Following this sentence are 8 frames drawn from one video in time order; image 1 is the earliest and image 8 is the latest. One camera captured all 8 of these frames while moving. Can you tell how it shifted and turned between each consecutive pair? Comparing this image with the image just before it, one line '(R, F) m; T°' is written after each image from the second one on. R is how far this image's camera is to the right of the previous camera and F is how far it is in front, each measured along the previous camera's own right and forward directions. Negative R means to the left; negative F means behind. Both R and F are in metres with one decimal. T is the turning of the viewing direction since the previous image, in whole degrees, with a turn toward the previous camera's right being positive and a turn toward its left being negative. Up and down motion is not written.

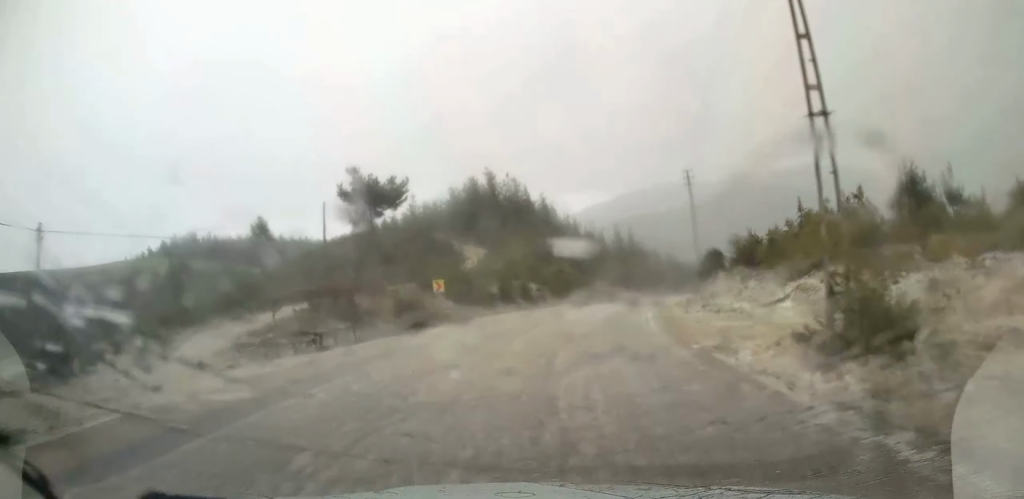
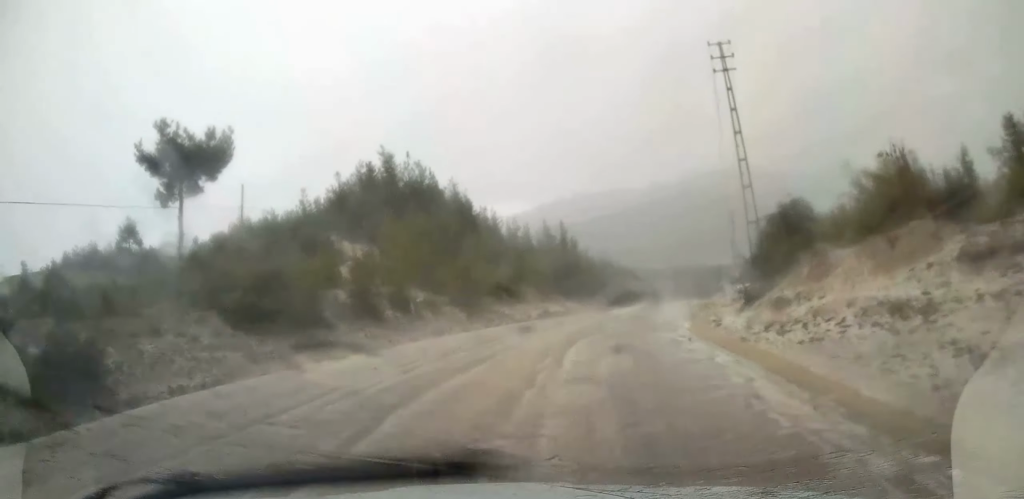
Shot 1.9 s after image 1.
(+2.0, +25.8) m; +8°
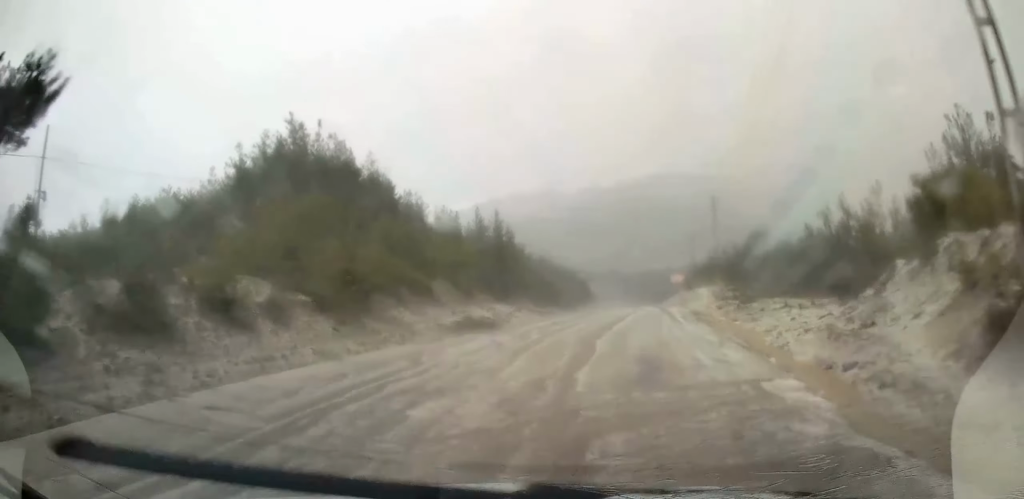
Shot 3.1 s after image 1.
(+0.7, +14.9) m; +5°
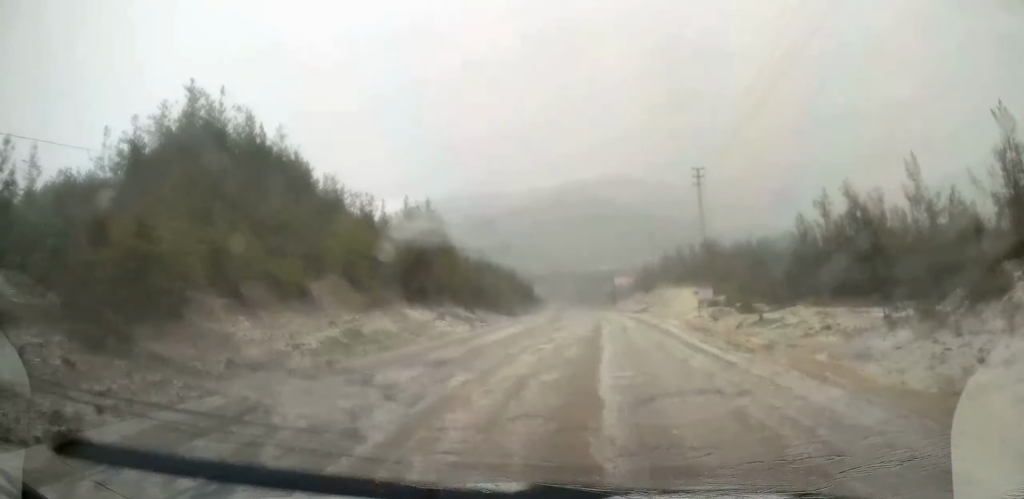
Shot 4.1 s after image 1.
(+0.5, +13.0) m; +4°
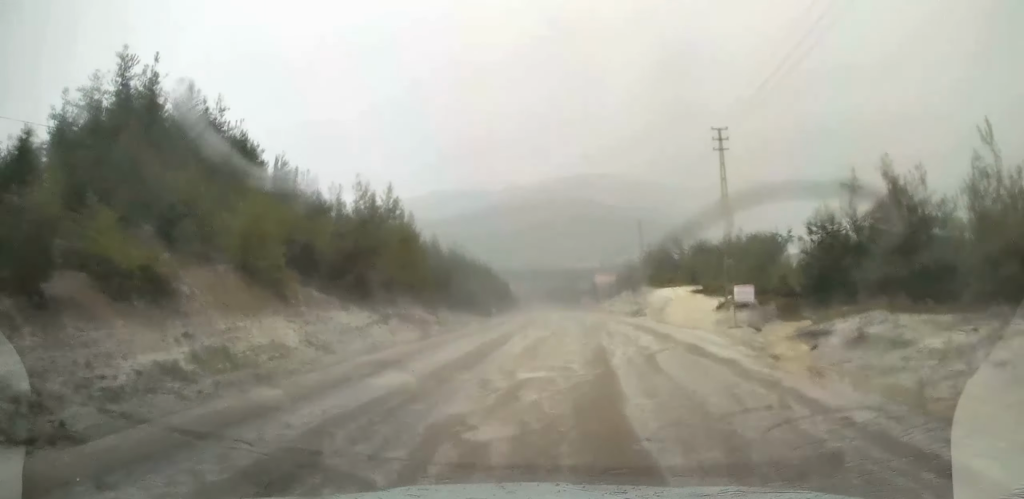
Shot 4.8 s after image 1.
(+0.2, +9.8) m; +2°
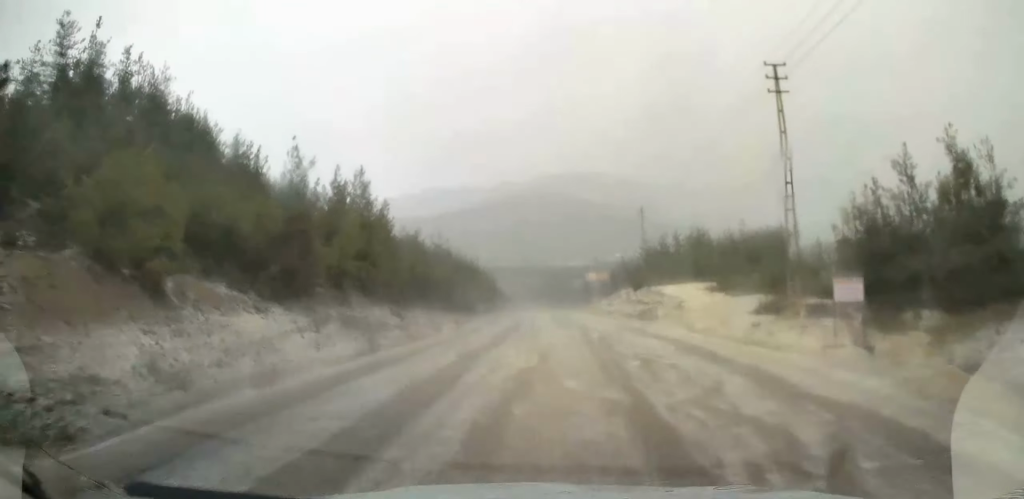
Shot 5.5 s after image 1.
(+0.1, +8.8) m; +2°
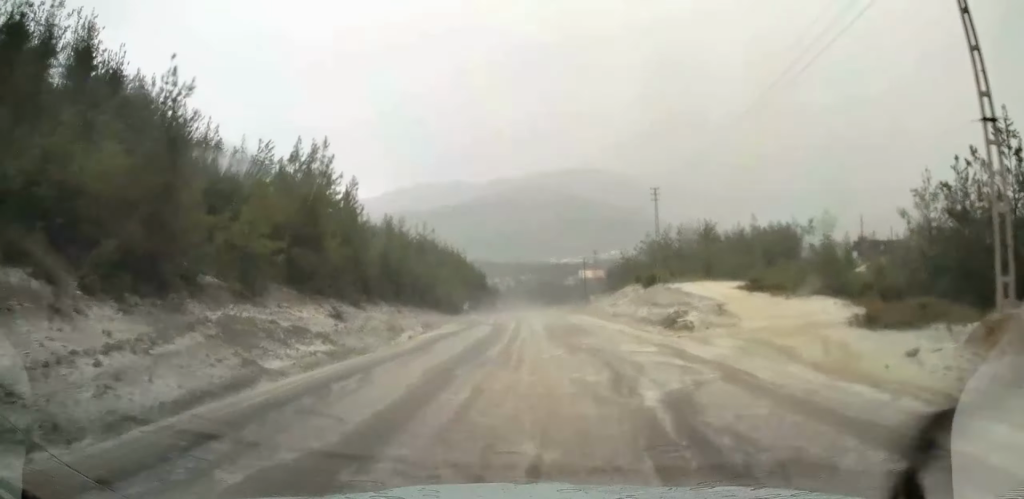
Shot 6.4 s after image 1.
(+0.2, +10.7) m; 0°
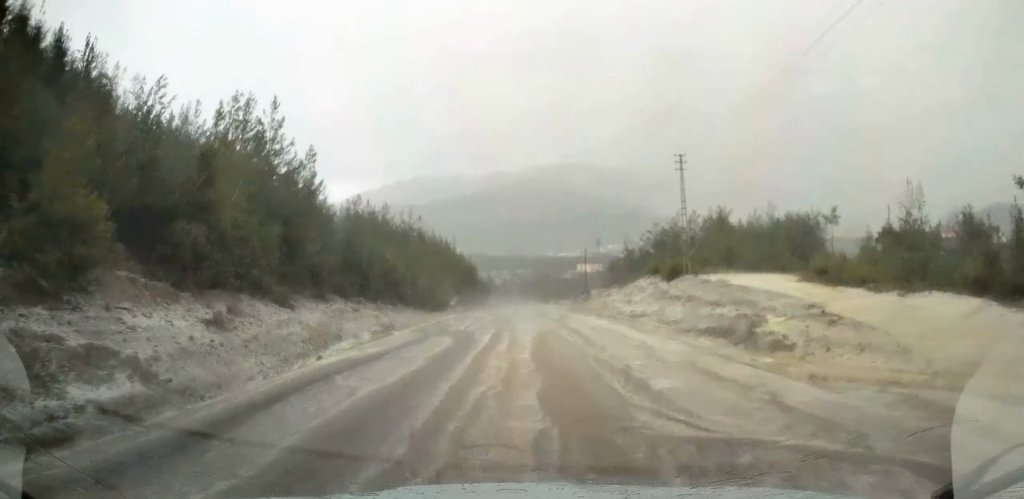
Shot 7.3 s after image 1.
(-0.2, +11.4) m; -1°
